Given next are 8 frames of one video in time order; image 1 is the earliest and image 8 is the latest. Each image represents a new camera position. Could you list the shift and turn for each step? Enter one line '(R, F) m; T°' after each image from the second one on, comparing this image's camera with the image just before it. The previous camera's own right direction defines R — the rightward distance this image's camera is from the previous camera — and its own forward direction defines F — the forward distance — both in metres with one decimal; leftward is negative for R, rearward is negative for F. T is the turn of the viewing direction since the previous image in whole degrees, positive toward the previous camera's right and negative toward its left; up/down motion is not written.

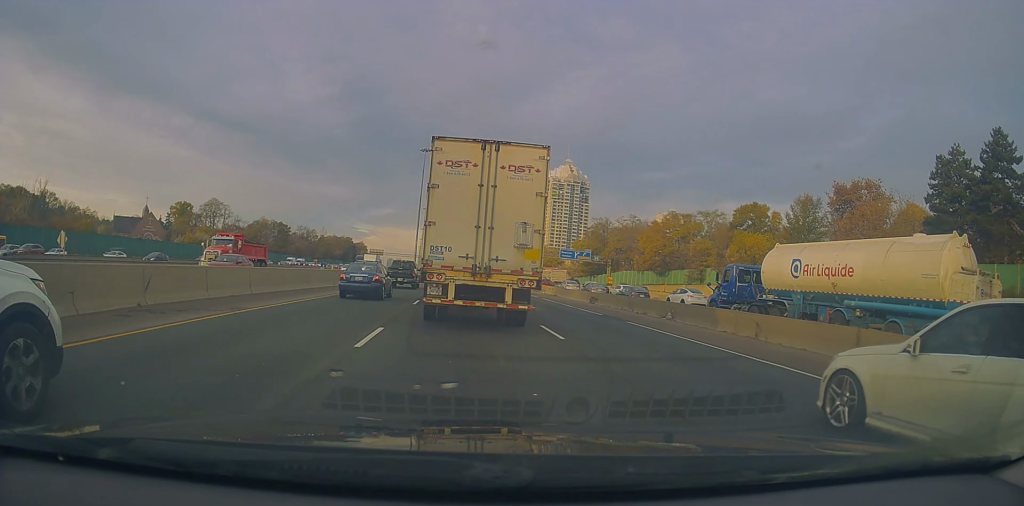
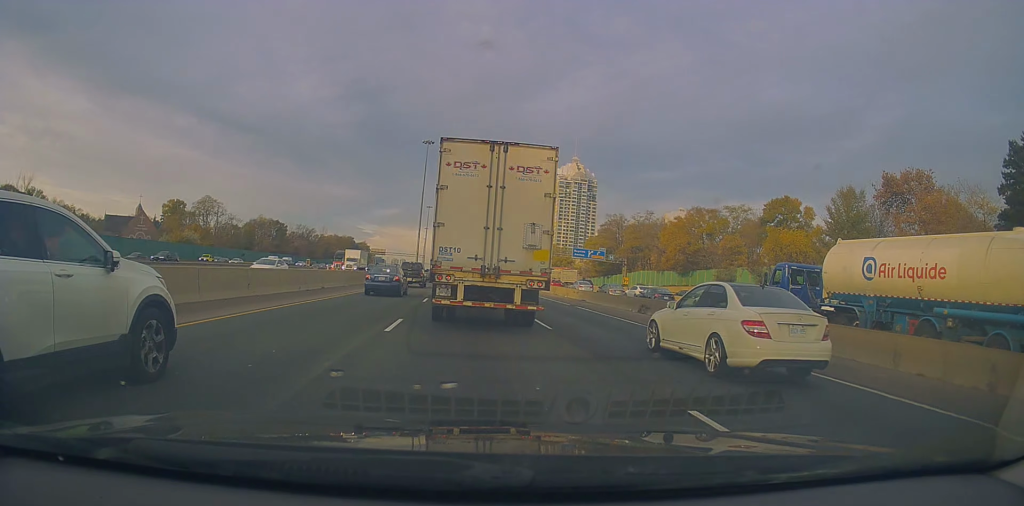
(-0.1, +9.9) m; +2°
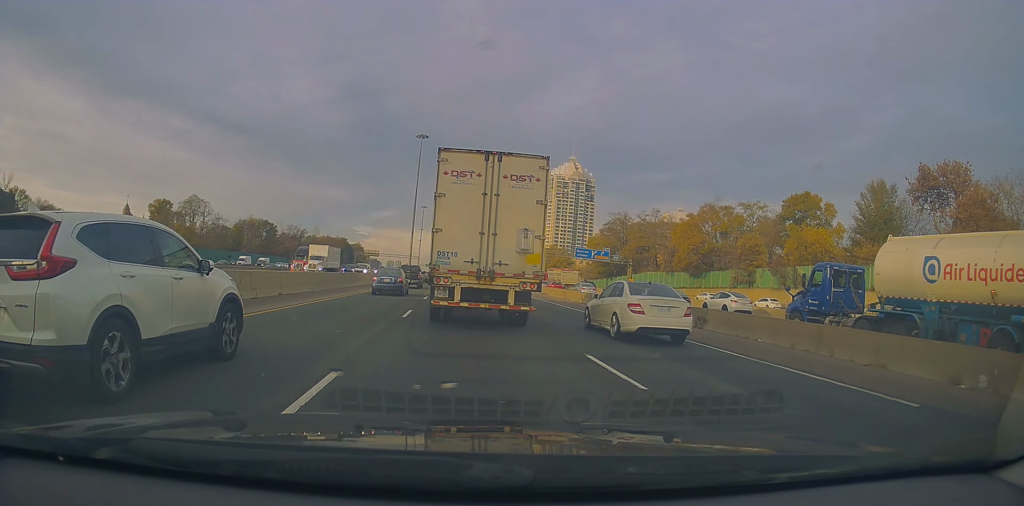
(+0.3, +7.8) m; +1°
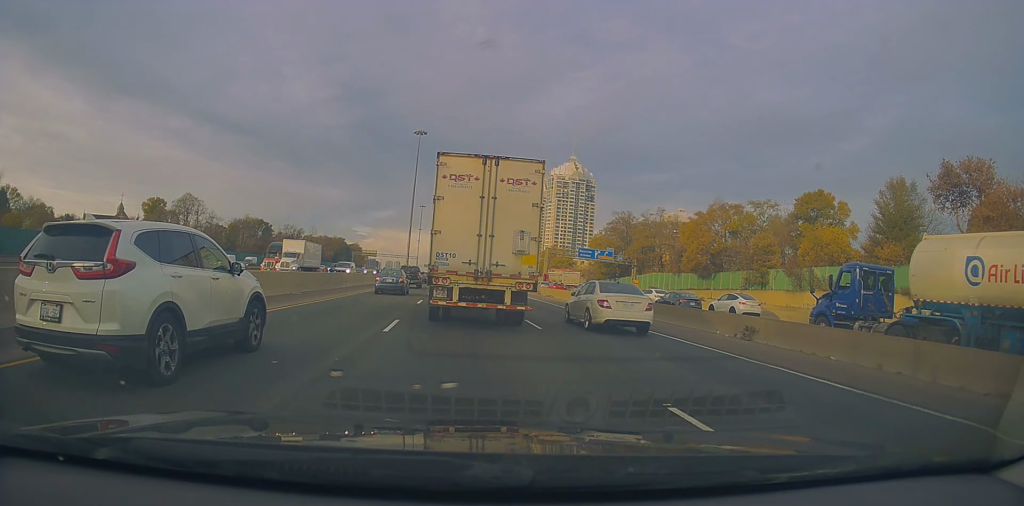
(+0.2, +3.9) m; -1°
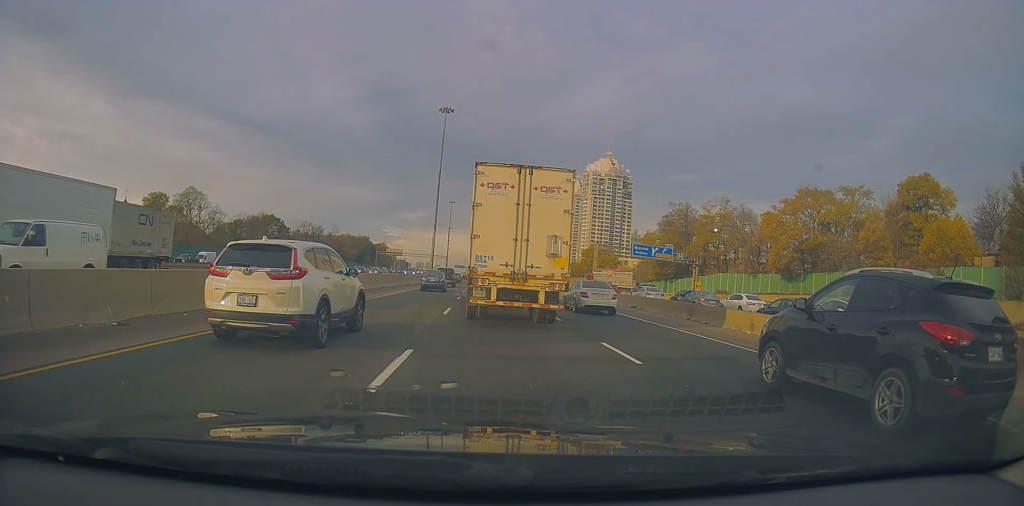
(-0.8, +16.5) m; -1°
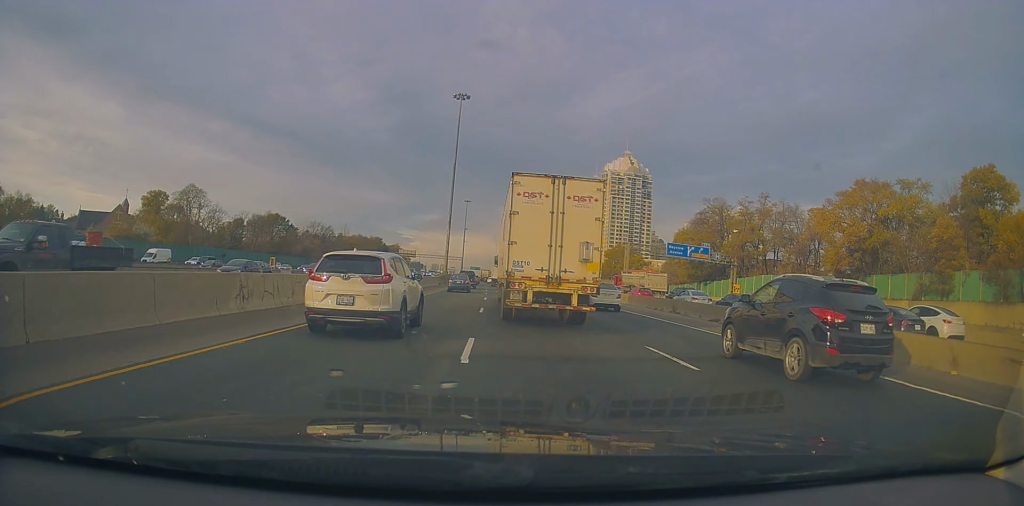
(+0.1, +9.2) m; -4°
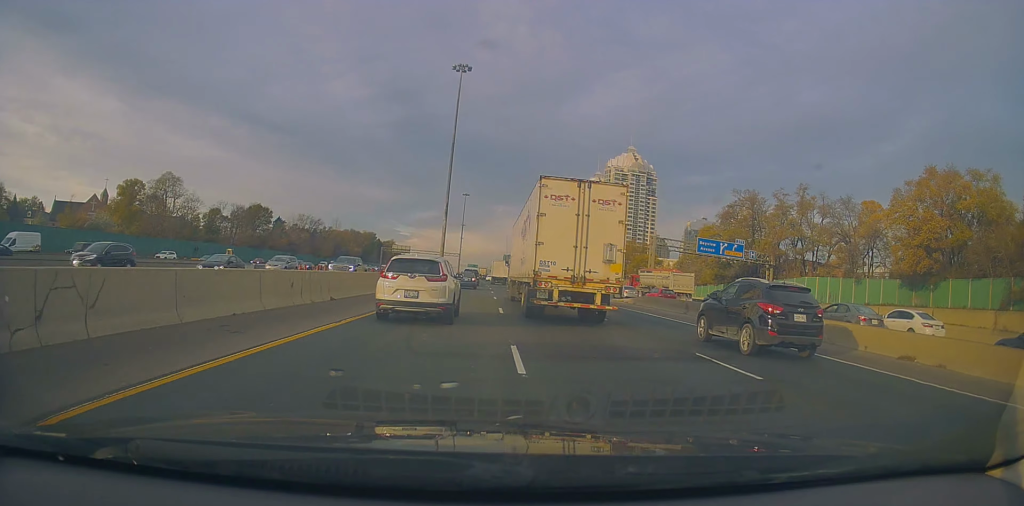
(-0.8, +12.1) m; -2°
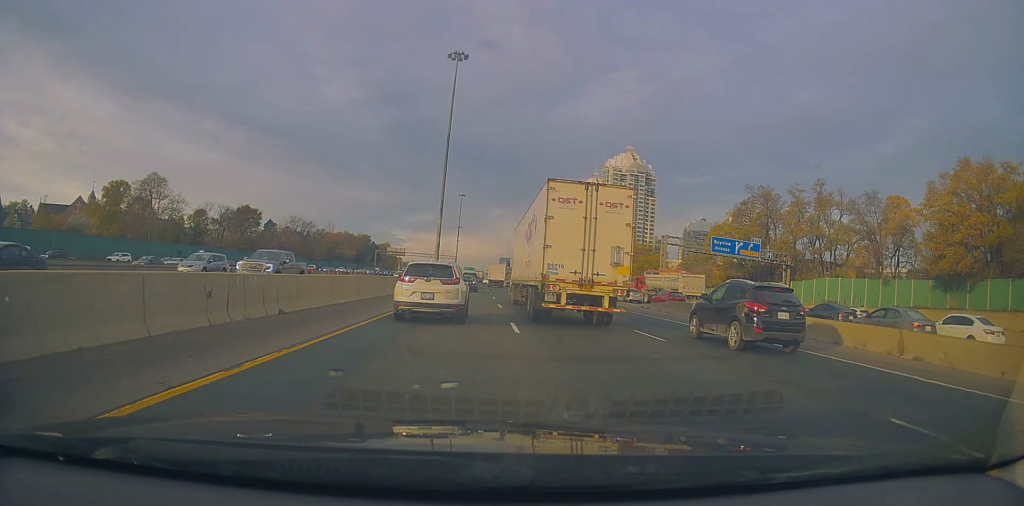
(0.0, +5.4) m; +3°
